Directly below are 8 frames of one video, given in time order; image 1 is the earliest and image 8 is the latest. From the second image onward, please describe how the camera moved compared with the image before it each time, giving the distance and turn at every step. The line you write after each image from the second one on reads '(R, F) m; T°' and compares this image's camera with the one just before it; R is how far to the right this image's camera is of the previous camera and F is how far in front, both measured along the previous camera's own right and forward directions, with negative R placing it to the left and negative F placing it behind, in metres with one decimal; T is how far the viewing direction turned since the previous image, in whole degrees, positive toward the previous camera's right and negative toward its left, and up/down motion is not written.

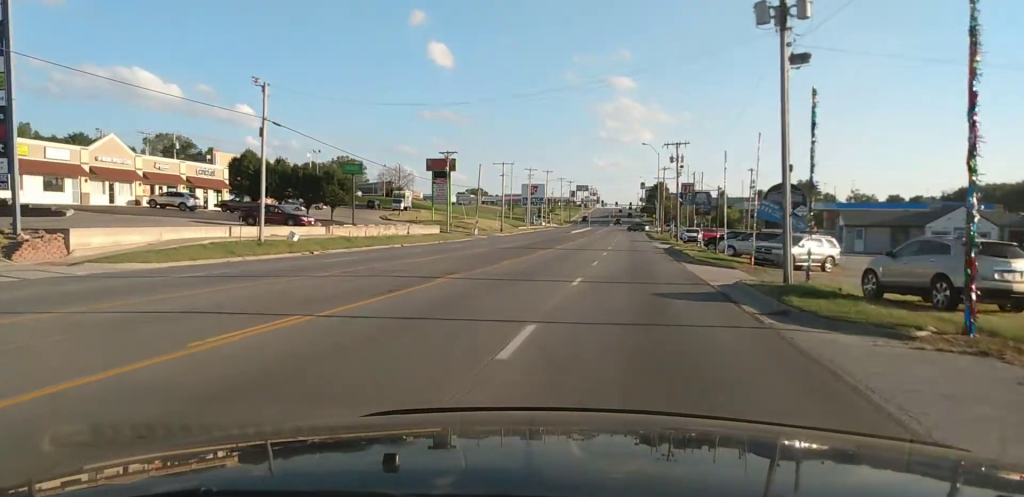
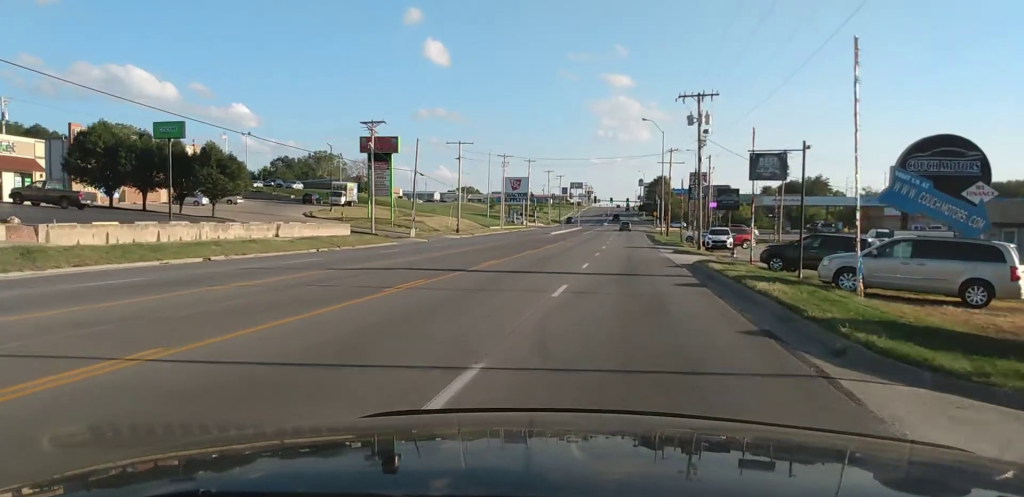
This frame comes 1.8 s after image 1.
(+0.3, +28.0) m; 0°
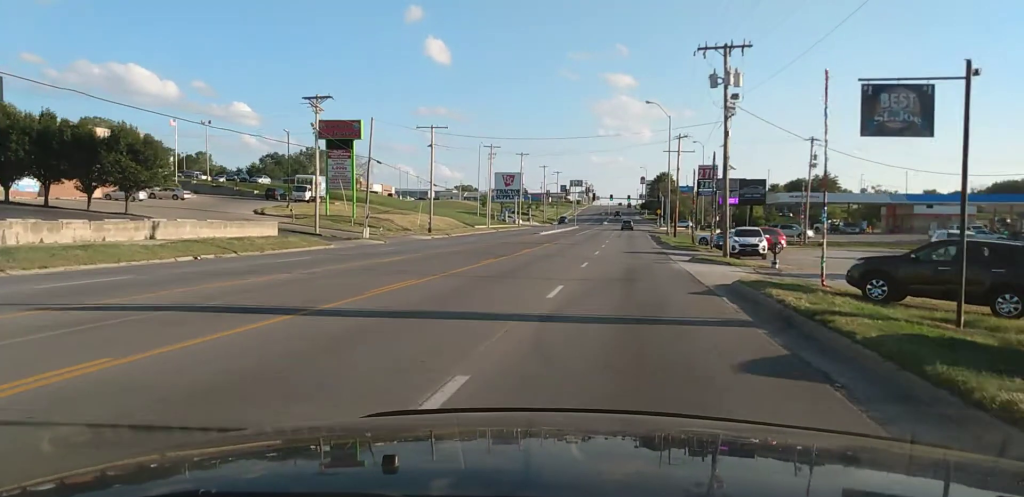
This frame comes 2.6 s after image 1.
(-0.2, +13.0) m; 0°
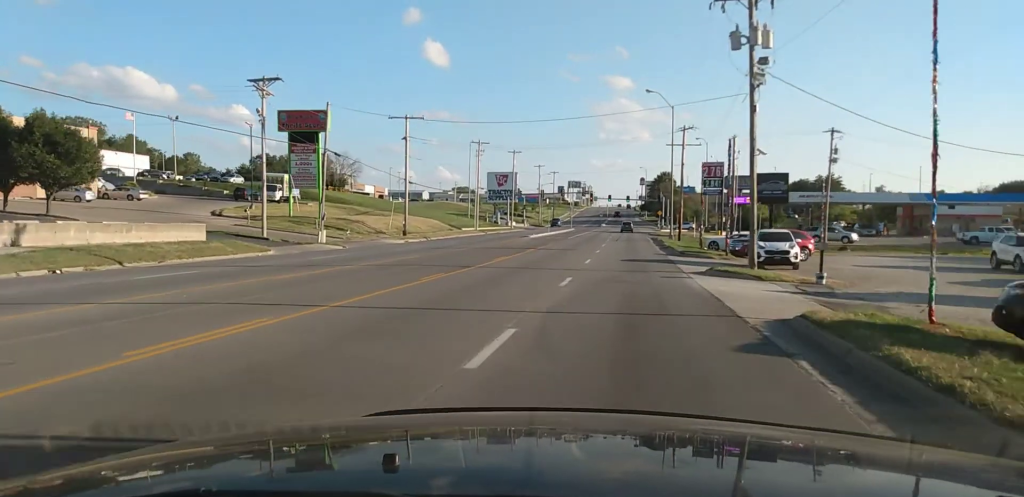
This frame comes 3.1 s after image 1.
(-0.1, +6.8) m; 0°
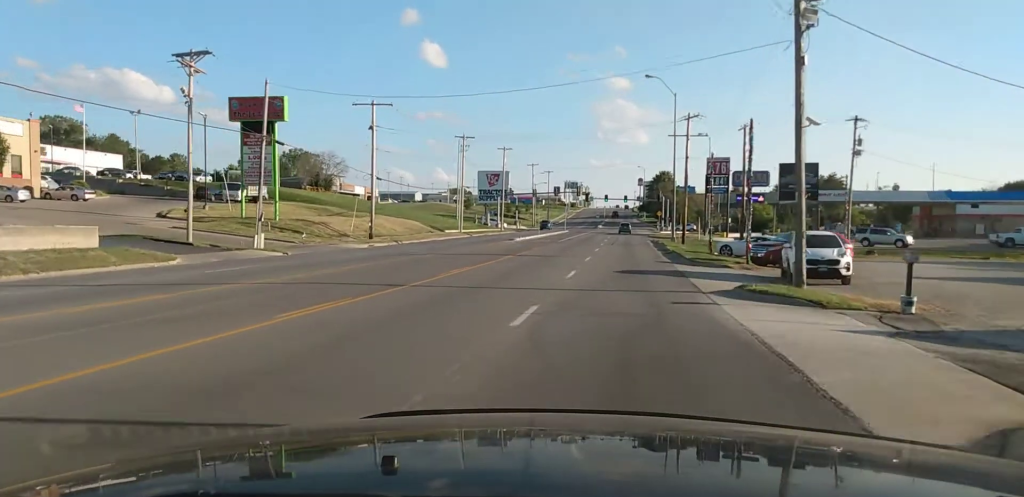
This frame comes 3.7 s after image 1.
(+0.1, +8.0) m; +1°
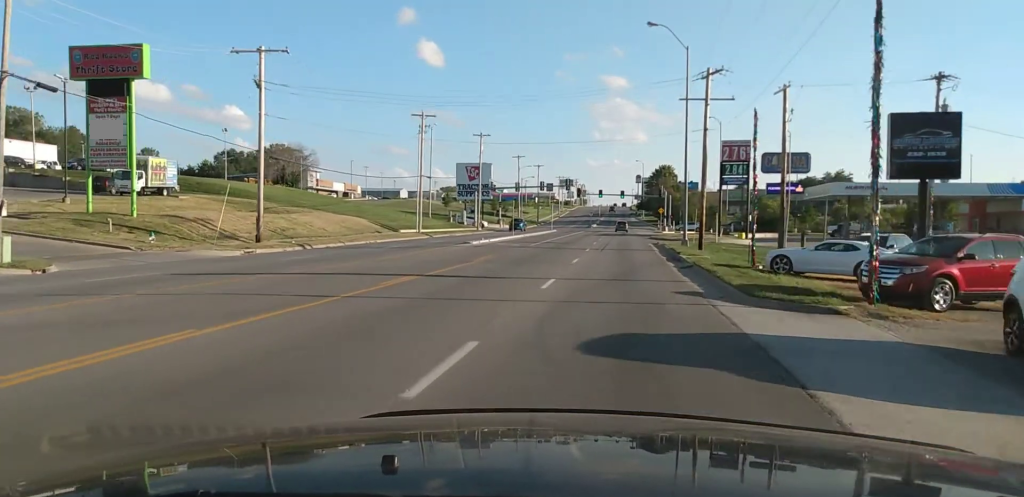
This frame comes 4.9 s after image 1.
(+0.1, +16.5) m; +1°
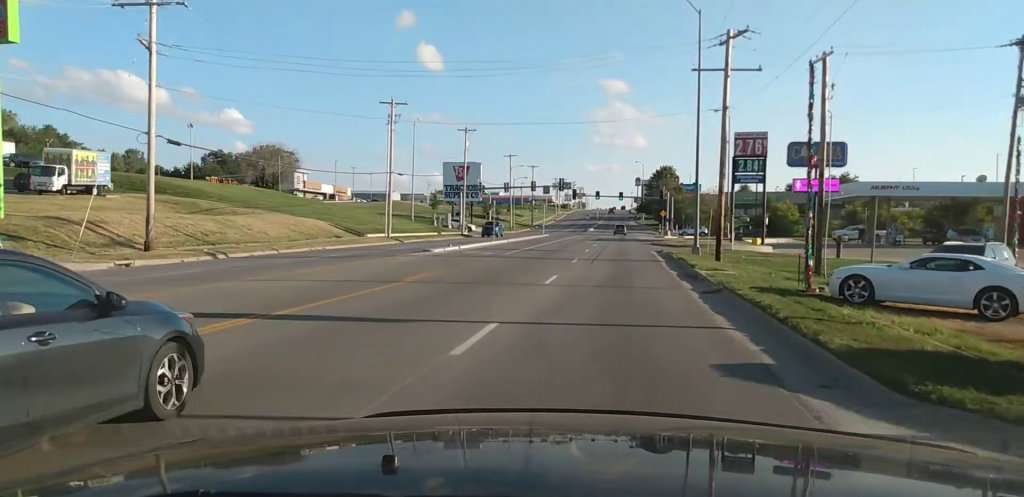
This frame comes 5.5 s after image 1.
(0.0, +9.0) m; 0°
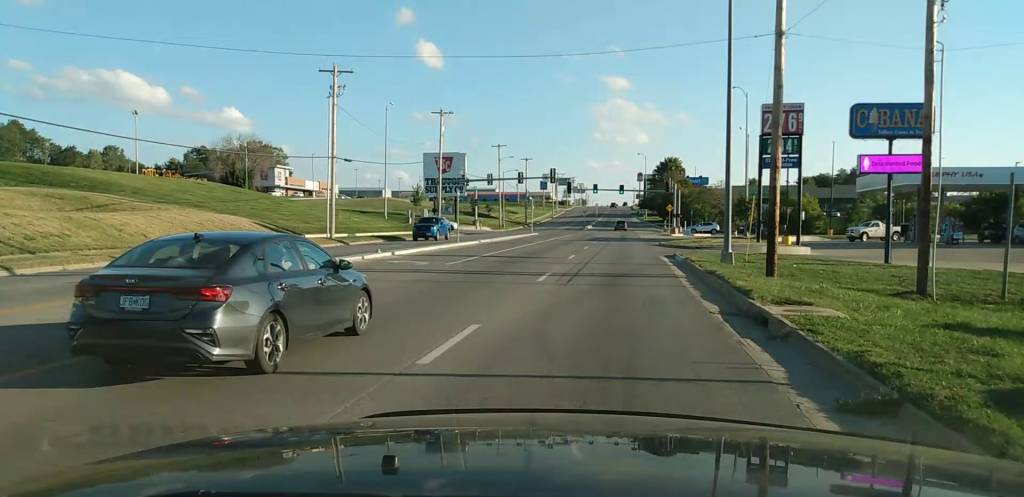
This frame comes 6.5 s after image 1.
(0.0, +14.3) m; -1°
